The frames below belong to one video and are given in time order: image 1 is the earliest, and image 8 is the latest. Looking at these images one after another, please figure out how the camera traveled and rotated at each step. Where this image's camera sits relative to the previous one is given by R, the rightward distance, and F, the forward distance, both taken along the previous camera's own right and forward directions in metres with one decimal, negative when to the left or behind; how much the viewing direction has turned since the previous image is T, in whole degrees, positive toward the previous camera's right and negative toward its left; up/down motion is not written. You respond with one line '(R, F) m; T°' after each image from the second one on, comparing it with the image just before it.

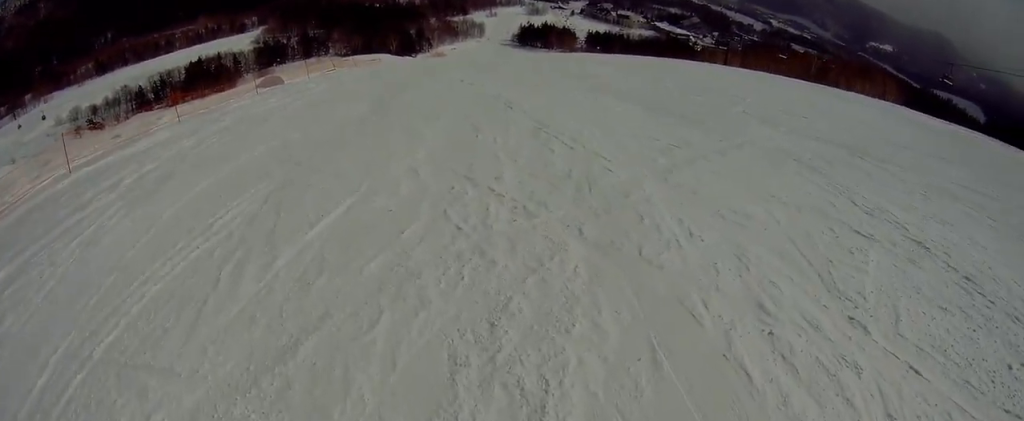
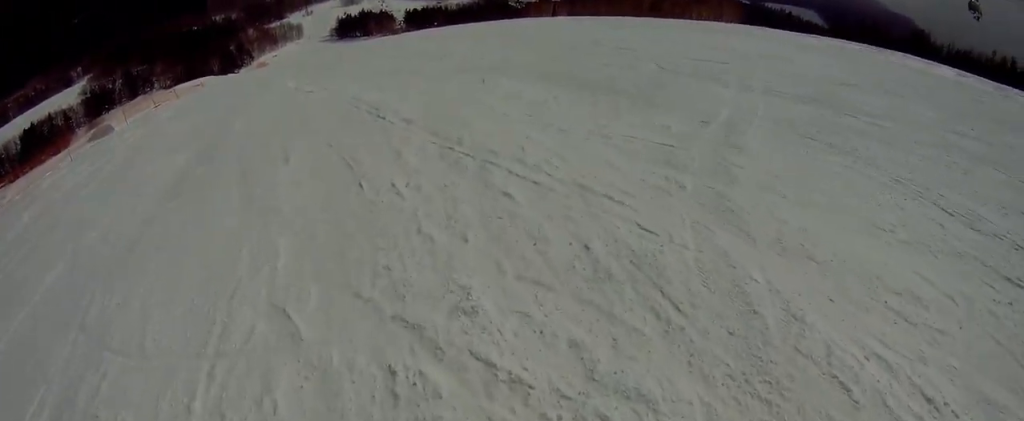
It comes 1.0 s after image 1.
(+0.3, +3.7) m; +20°
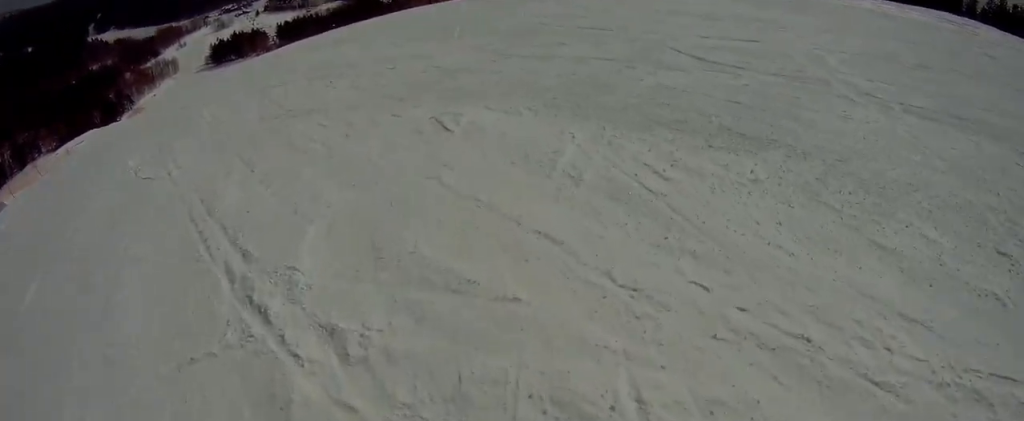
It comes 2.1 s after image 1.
(+1.6, +5.1) m; +18°
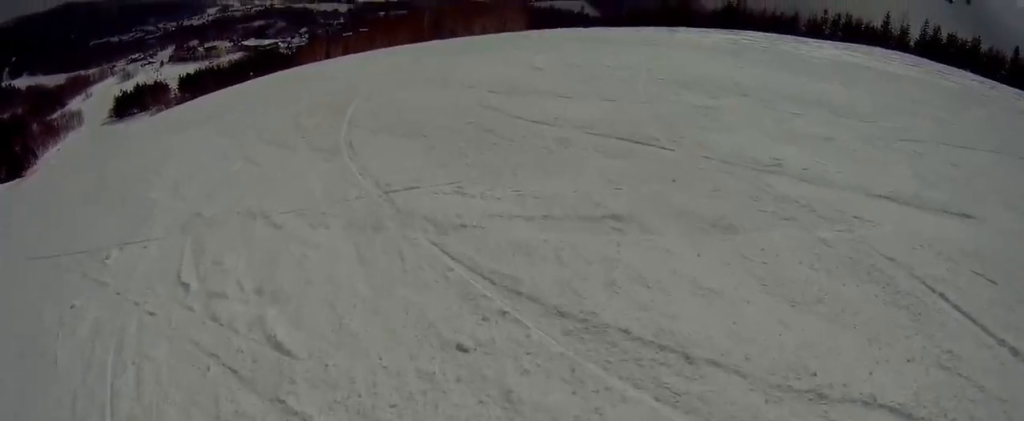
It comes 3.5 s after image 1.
(-0.2, +7.2) m; +1°
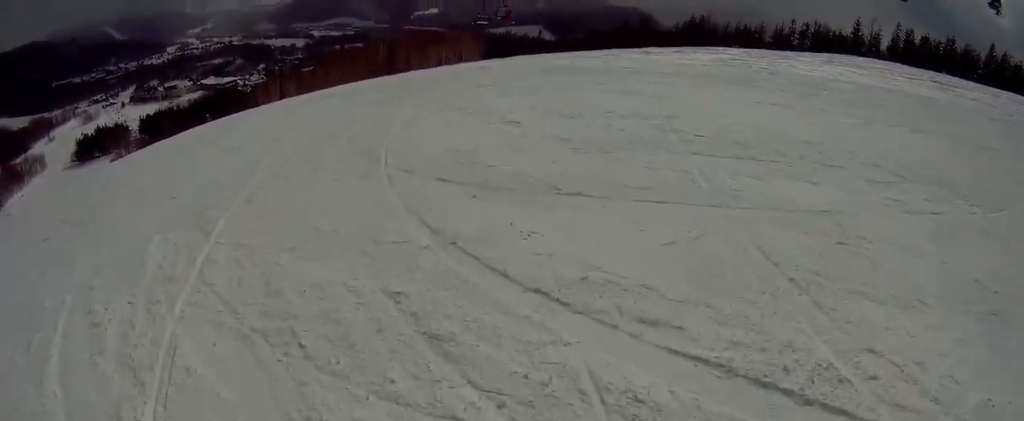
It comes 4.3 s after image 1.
(+0.5, +4.6) m; -1°
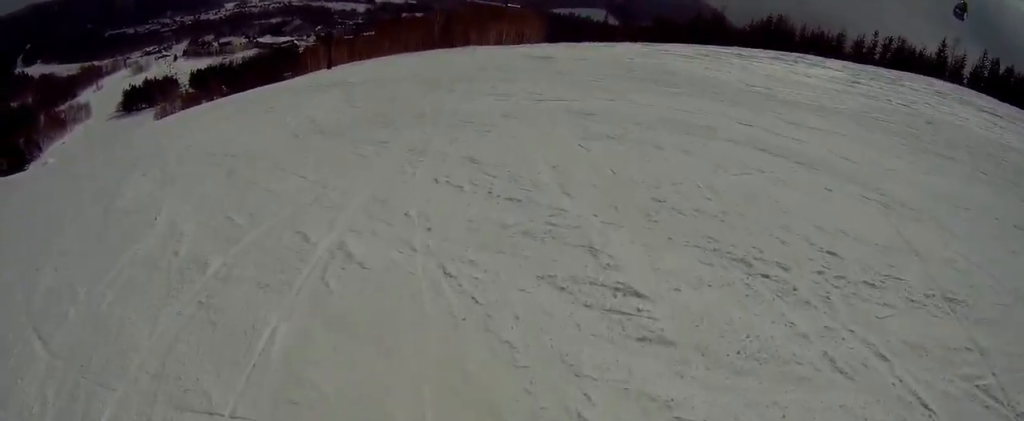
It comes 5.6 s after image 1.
(-0.8, +6.8) m; -8°
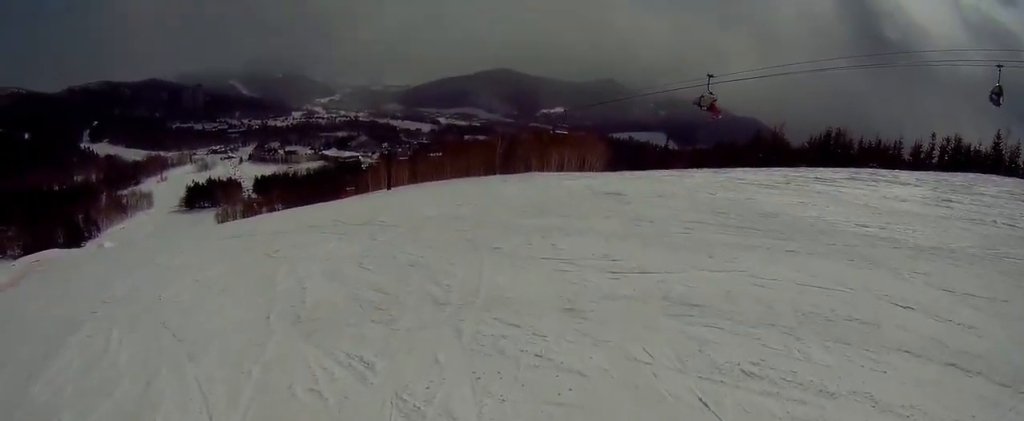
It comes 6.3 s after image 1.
(0.0, +3.5) m; -1°
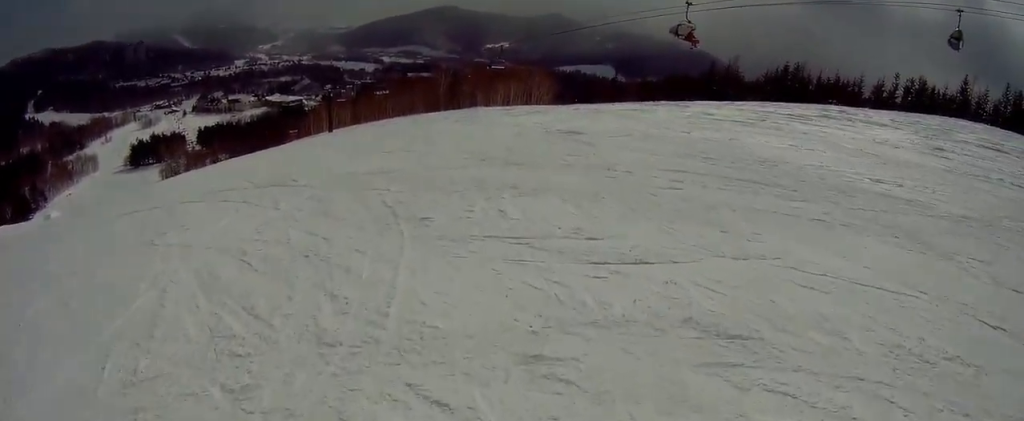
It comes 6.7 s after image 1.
(0.0, +2.4) m; 0°
